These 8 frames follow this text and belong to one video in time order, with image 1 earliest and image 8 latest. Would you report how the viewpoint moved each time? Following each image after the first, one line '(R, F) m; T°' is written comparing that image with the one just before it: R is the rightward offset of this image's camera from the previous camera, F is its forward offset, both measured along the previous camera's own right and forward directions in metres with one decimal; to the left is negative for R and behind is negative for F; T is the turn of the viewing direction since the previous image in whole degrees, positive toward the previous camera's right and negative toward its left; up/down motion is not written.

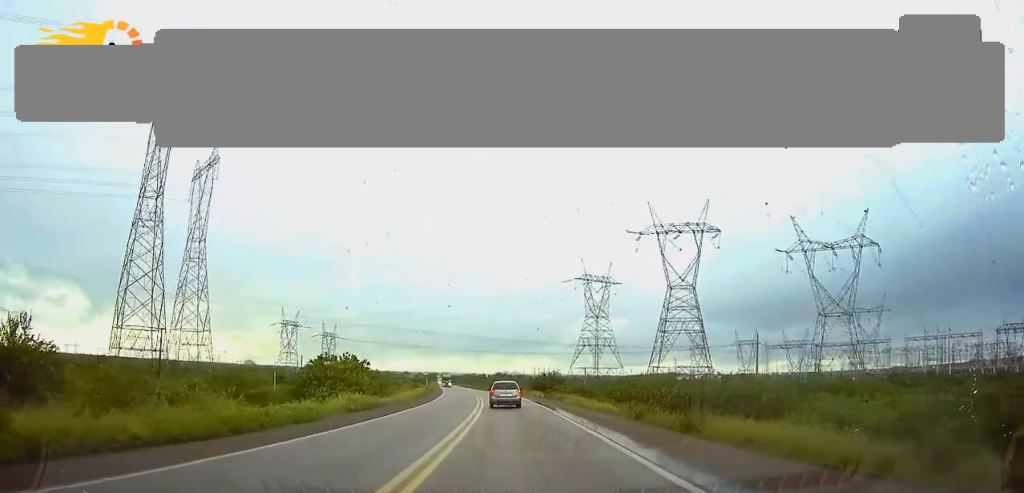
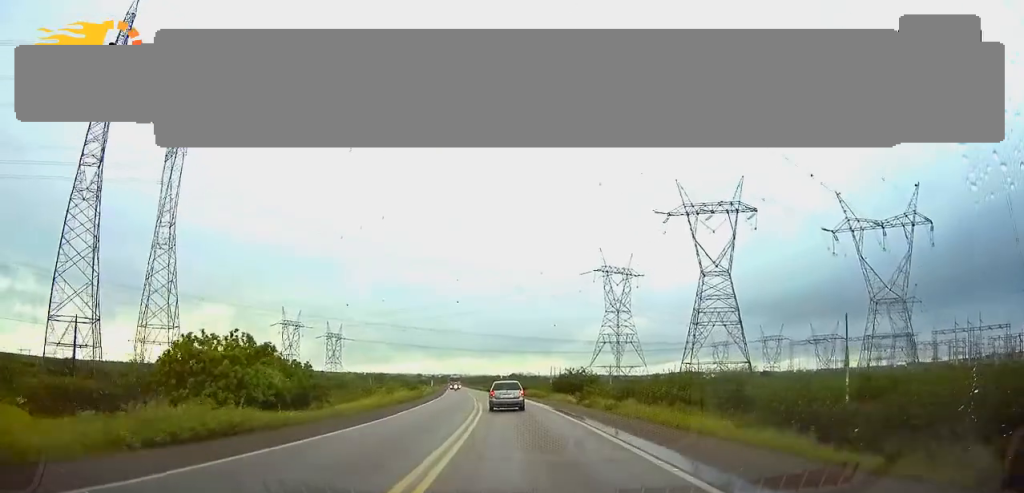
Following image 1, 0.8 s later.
(-0.3, +20.5) m; -1°
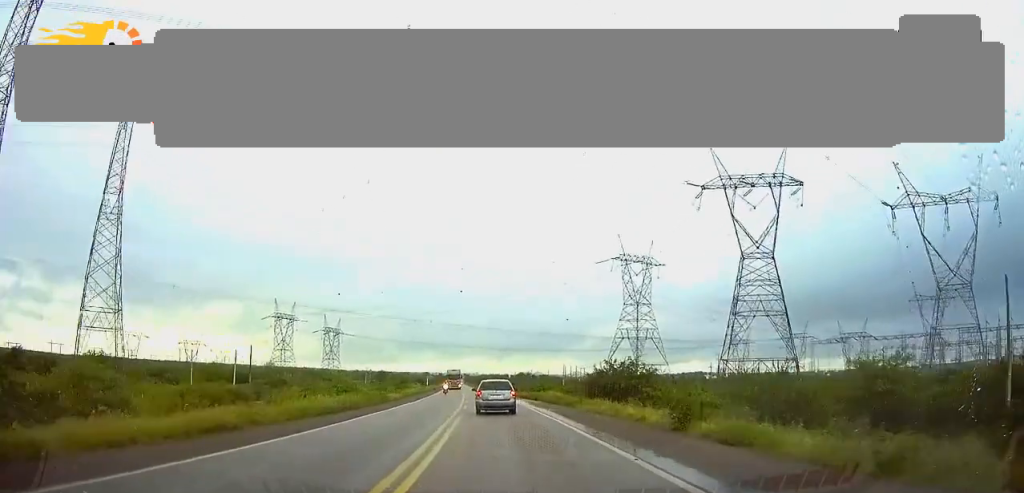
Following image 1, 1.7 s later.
(-0.1, +23.7) m; -1°
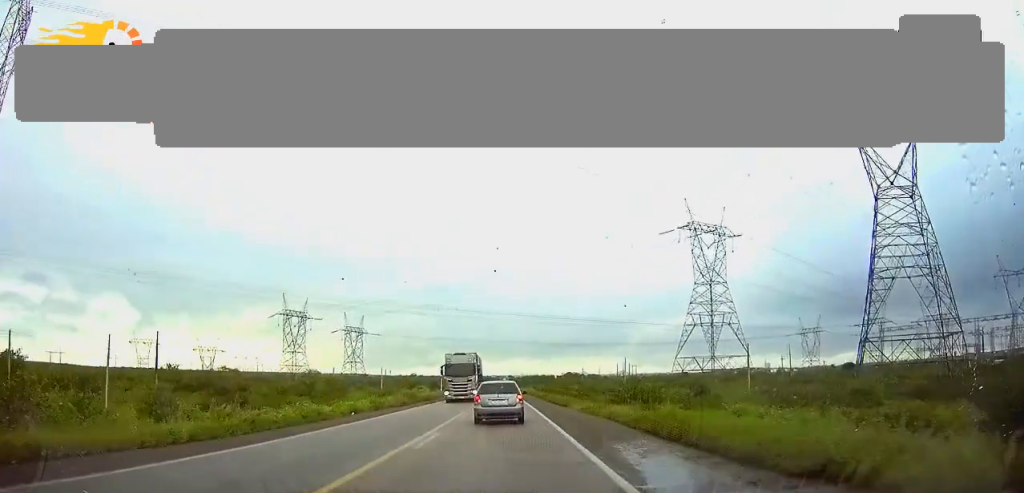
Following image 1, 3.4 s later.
(-1.3, +44.8) m; -3°
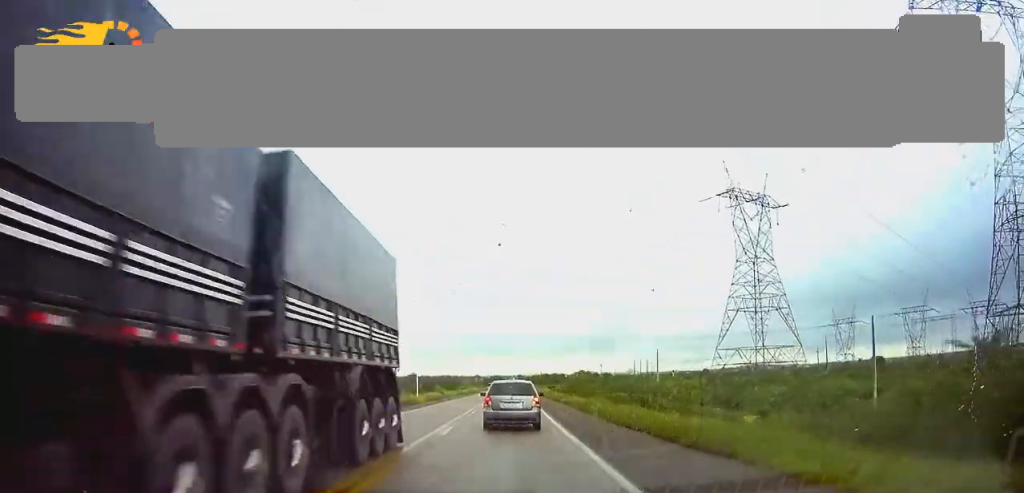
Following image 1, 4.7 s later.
(-0.5, +32.1) m; -1°
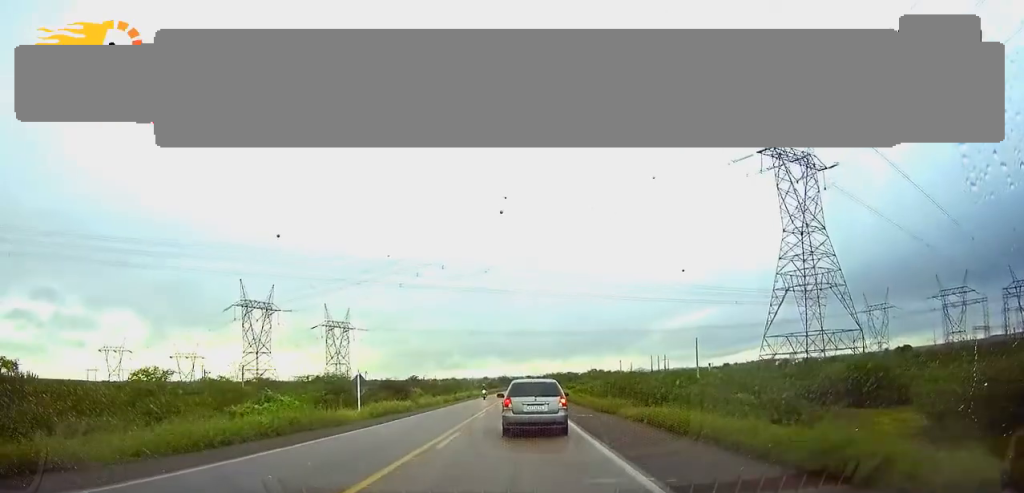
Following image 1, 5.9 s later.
(-0.1, +28.0) m; -1°
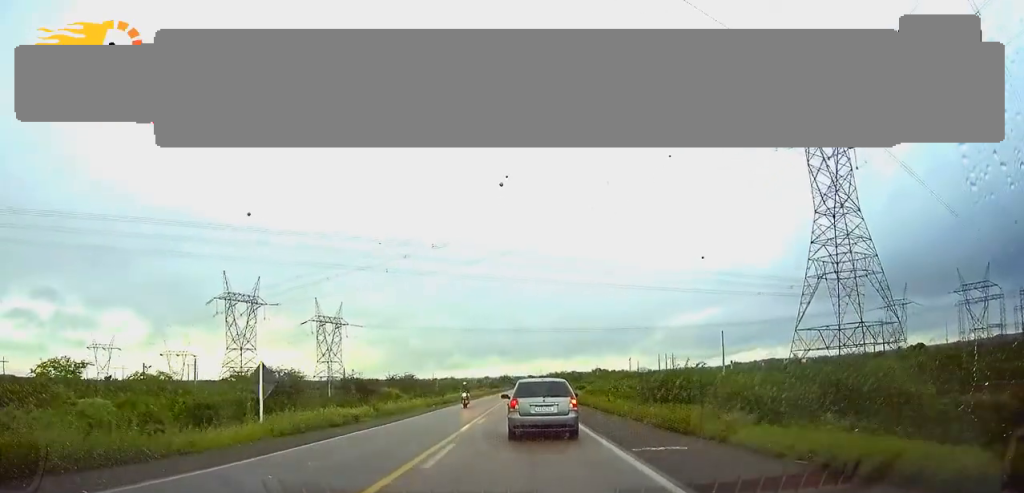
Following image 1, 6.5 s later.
(-0.1, +15.5) m; 0°
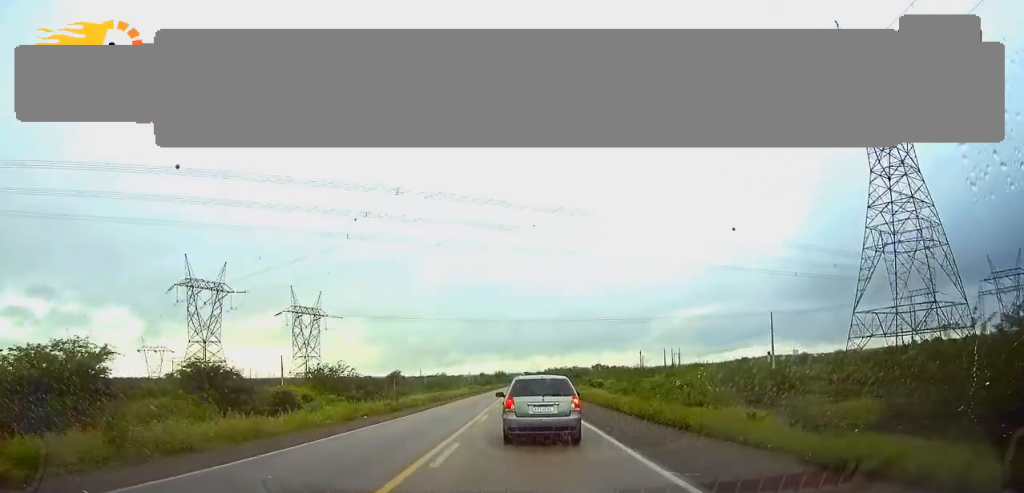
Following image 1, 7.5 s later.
(+0.1, +24.3) m; 0°
